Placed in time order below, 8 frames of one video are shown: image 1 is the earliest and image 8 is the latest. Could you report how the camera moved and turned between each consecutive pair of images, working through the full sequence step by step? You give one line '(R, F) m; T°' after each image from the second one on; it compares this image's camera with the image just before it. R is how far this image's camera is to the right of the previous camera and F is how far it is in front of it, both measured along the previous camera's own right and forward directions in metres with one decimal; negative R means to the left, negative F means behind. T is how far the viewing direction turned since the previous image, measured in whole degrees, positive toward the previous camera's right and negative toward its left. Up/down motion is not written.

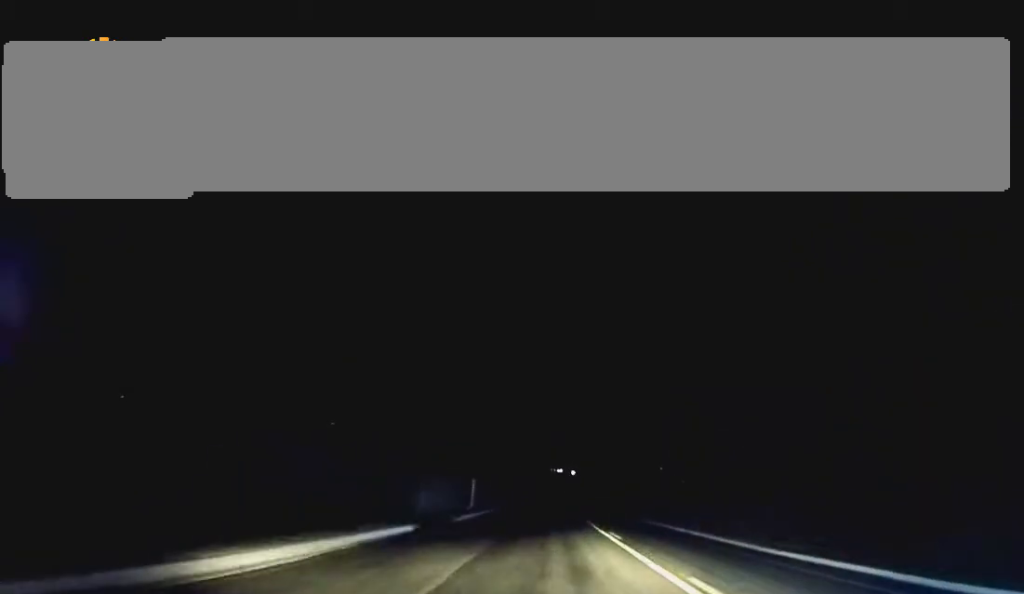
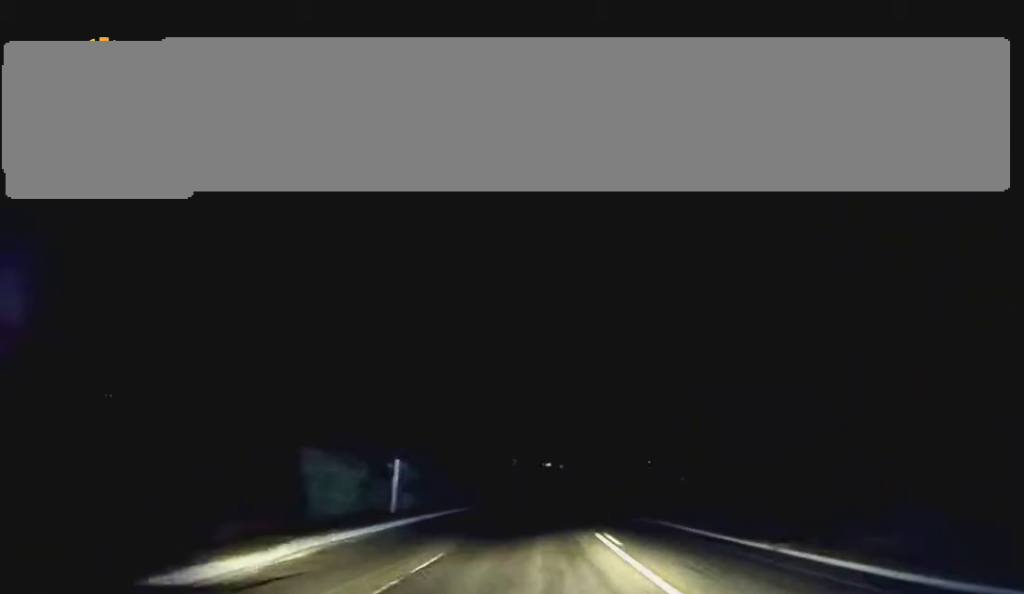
(+0.1, +21.7) m; 0°
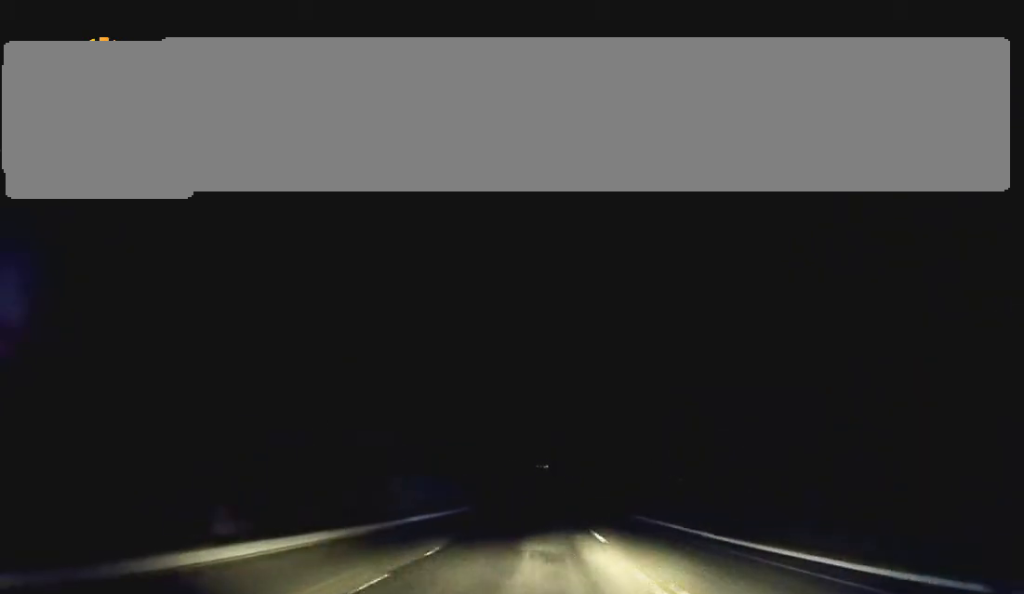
(+0.1, +15.1) m; 0°
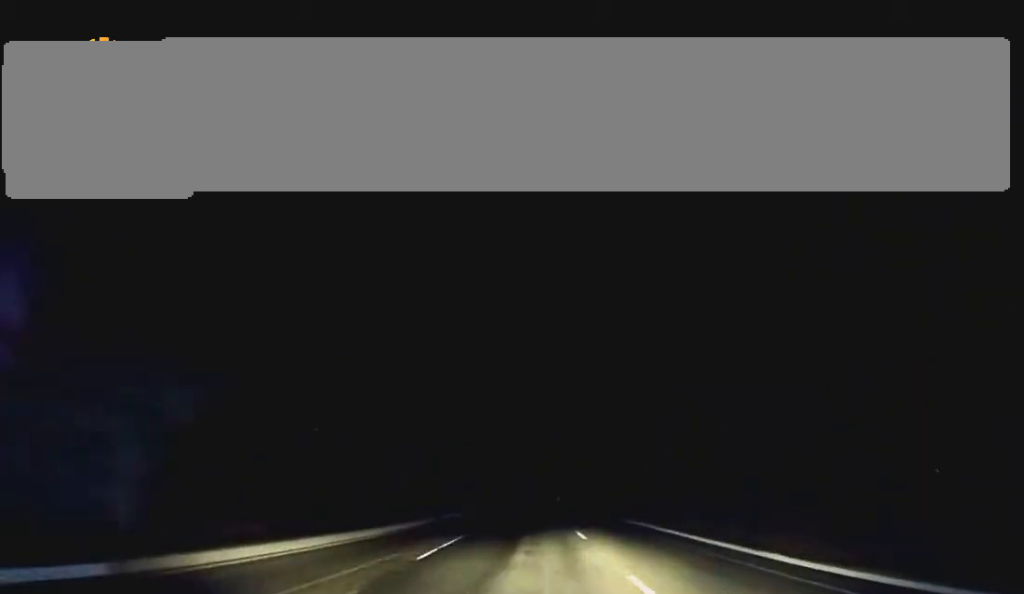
(0.0, +12.7) m; 0°
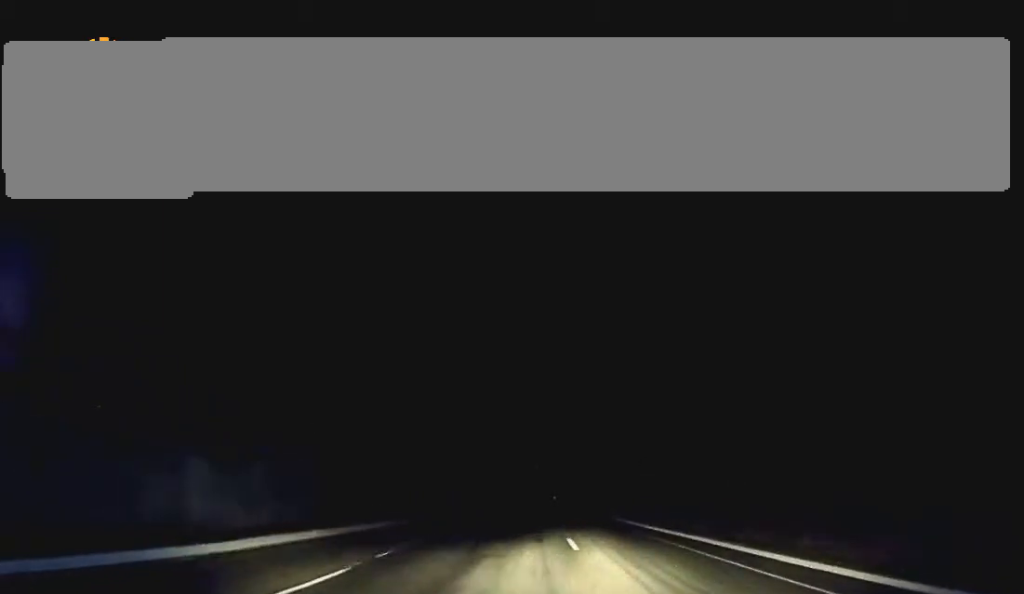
(0.0, +24.6) m; 0°
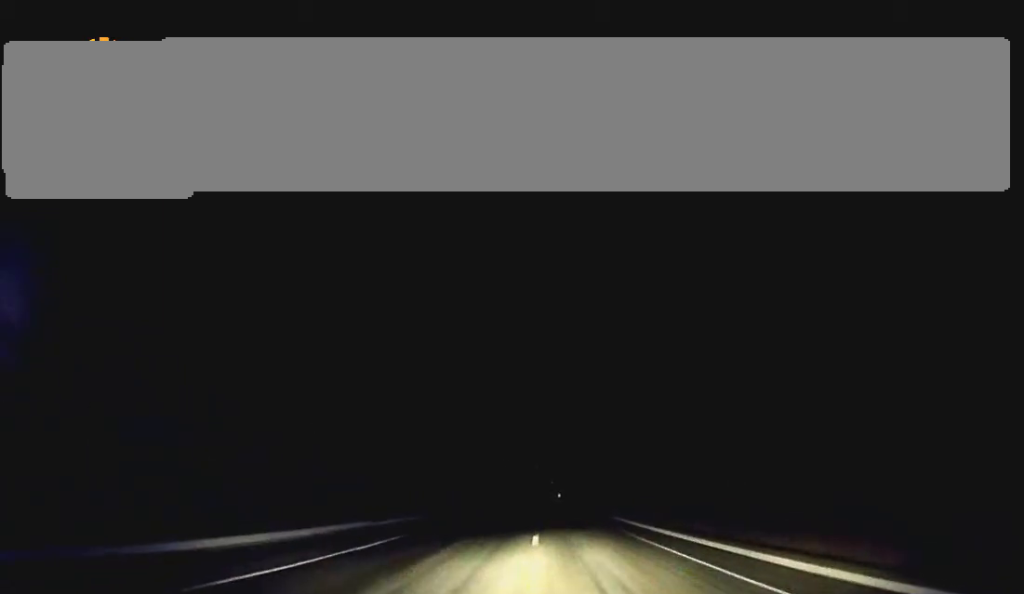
(-0.1, +50.5) m; 0°
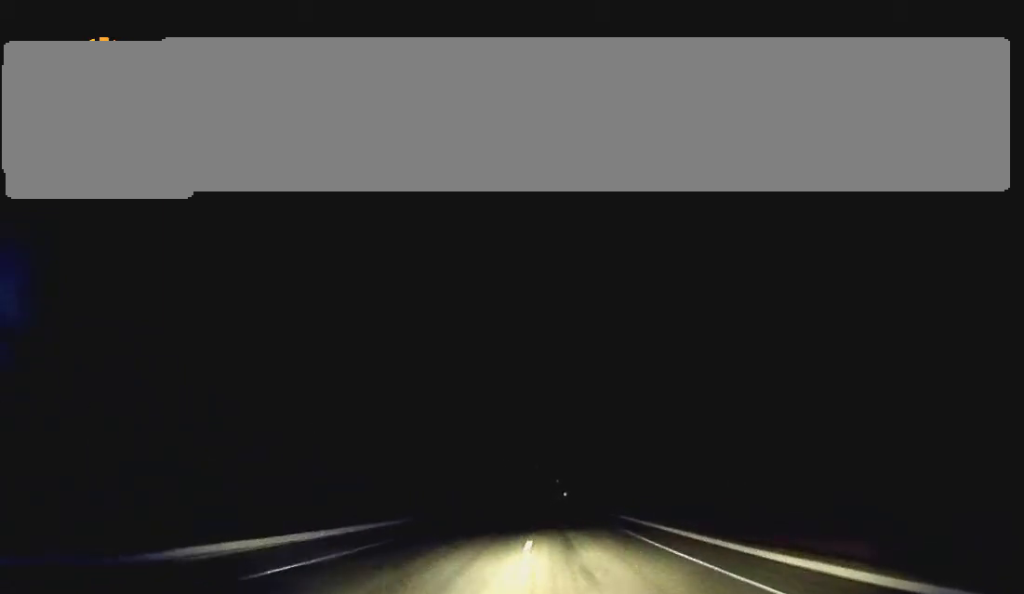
(0.0, +19.9) m; 0°
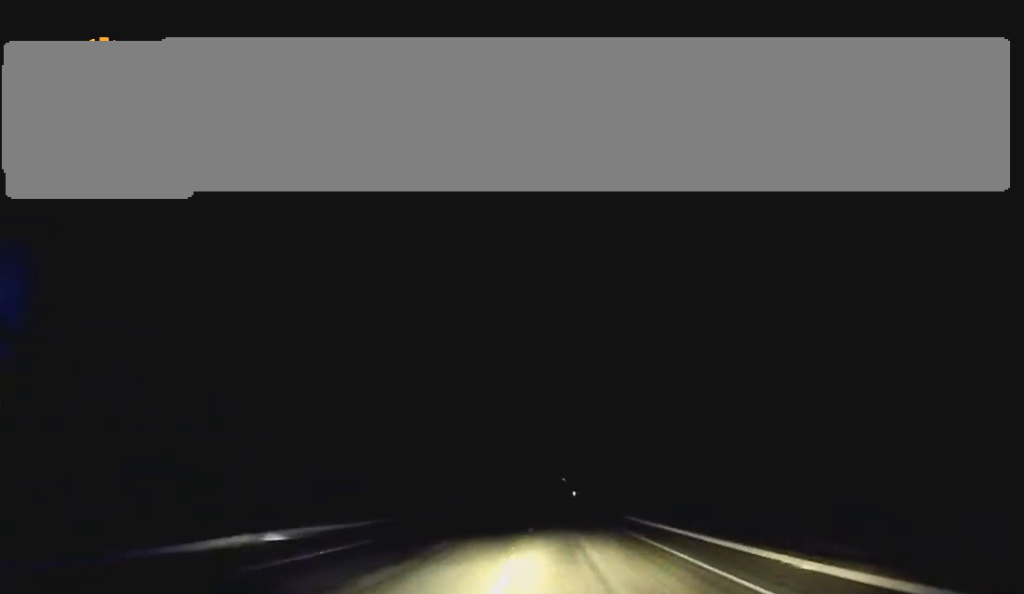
(-0.3, +44.7) m; 0°
